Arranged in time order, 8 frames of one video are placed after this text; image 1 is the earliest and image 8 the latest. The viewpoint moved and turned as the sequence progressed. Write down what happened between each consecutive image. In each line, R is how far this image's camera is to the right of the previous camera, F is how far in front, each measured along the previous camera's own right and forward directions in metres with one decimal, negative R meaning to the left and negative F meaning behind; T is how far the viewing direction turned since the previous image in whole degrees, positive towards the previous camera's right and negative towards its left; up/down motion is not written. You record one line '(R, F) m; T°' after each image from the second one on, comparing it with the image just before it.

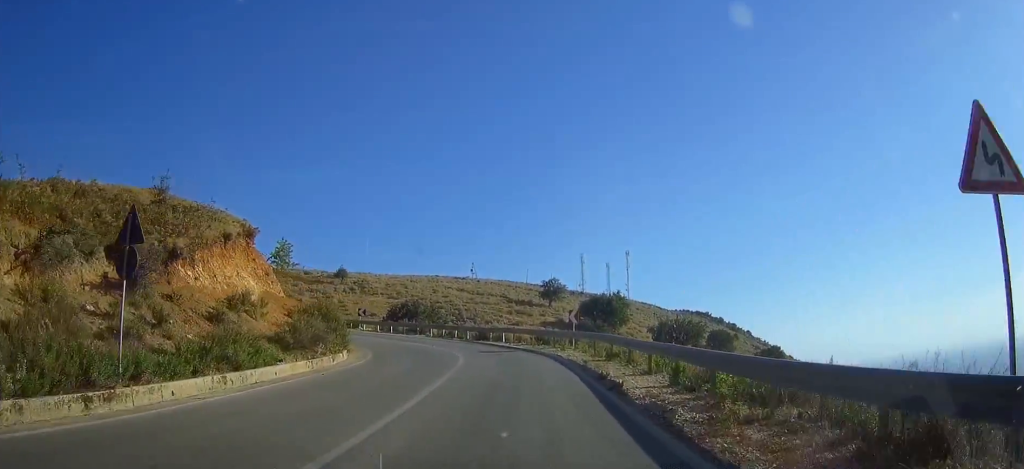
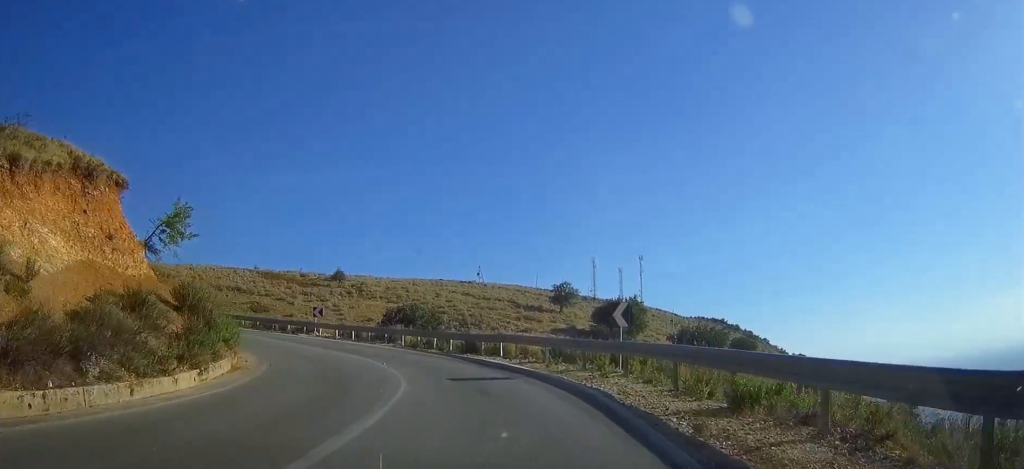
(-0.1, +13.7) m; -2°
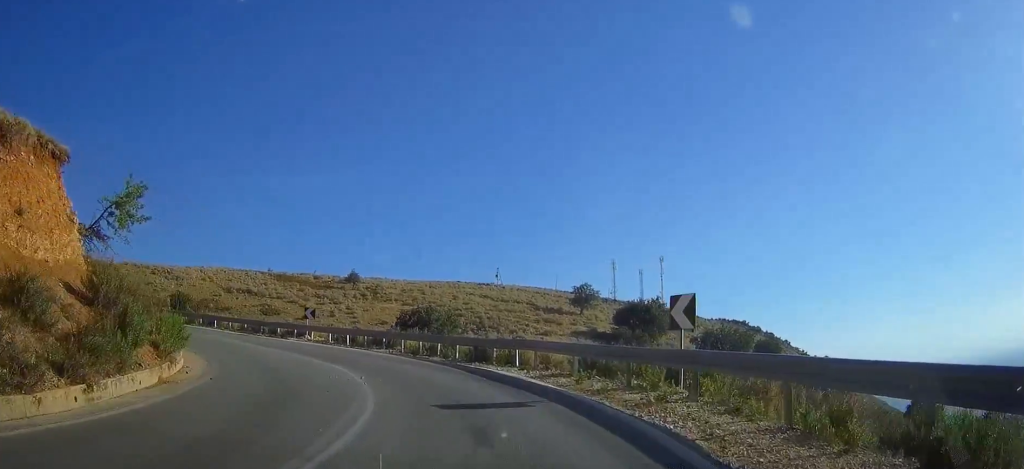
(+0.1, +5.2) m; -2°
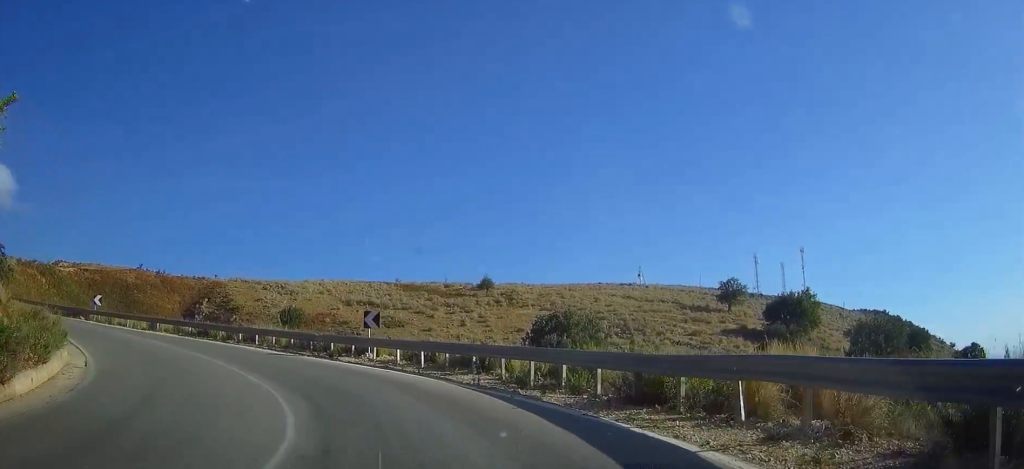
(-0.8, +12.9) m; -12°
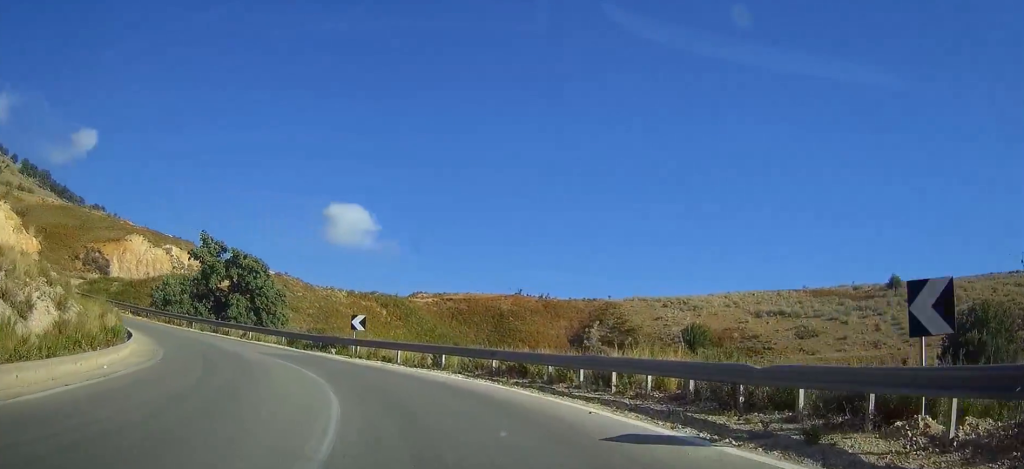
(-4.1, +16.5) m; -29°
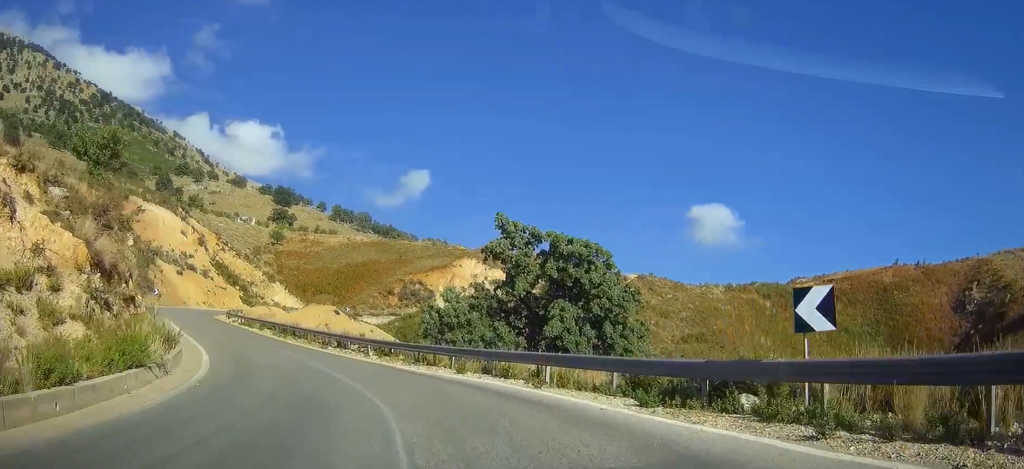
(-5.5, +17.7) m; -39°
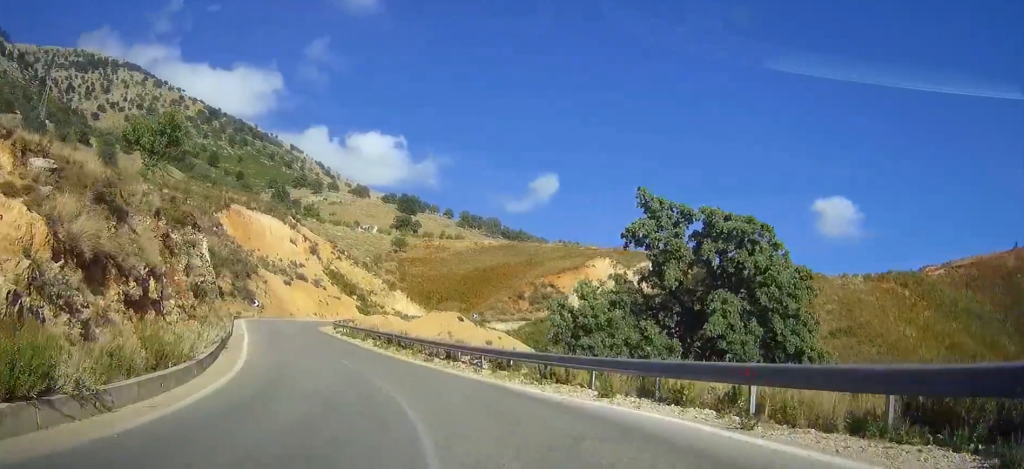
(-1.6, +6.4) m; -10°
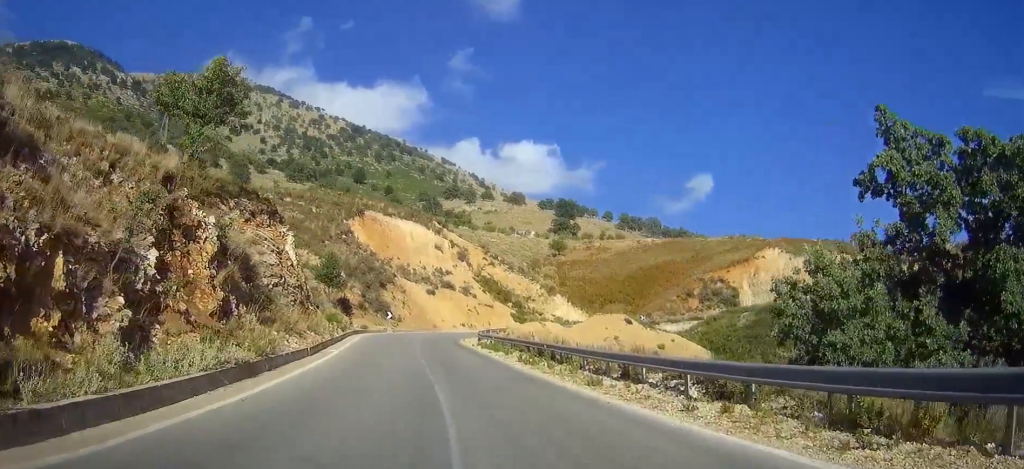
(-1.0, +10.0) m; -6°
